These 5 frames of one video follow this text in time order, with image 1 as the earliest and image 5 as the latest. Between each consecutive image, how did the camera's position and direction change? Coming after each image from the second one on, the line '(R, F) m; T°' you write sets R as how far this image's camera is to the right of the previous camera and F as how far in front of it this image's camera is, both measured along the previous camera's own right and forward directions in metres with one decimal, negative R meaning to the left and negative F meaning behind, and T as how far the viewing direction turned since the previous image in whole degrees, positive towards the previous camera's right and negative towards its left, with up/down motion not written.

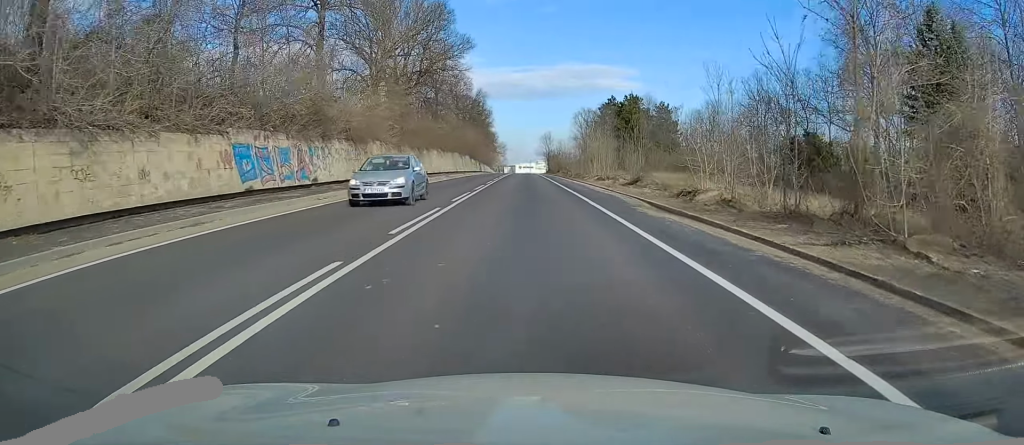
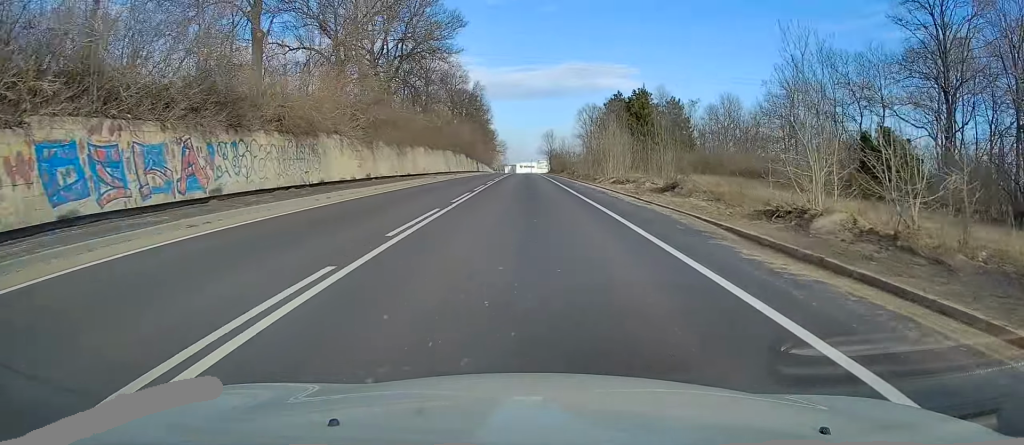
(0.0, +11.2) m; 0°
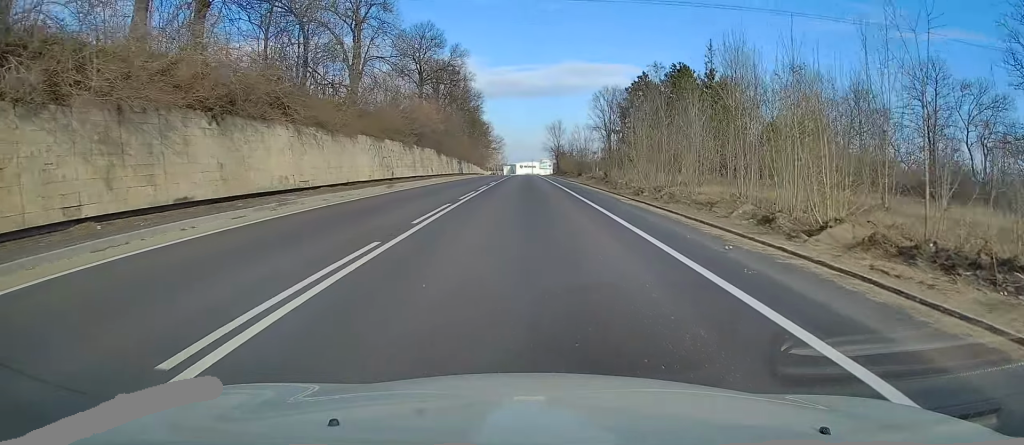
(0.0, +39.2) m; 0°
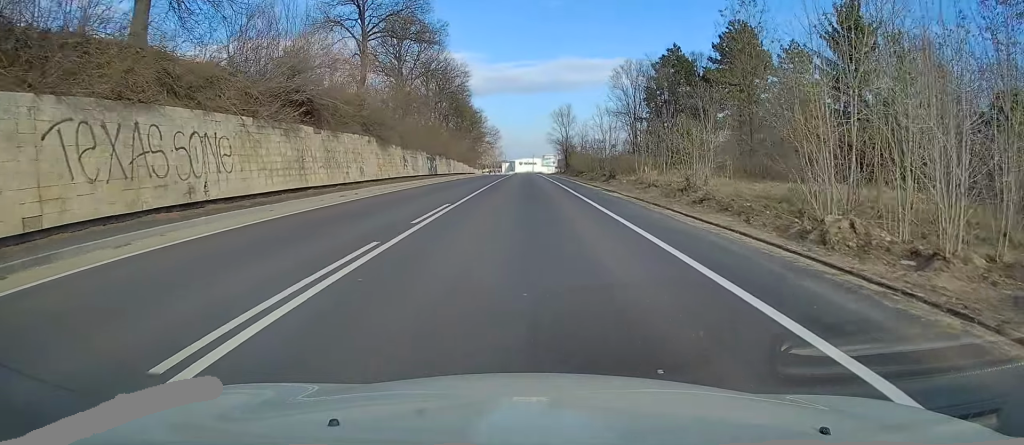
(-0.1, +28.6) m; 0°
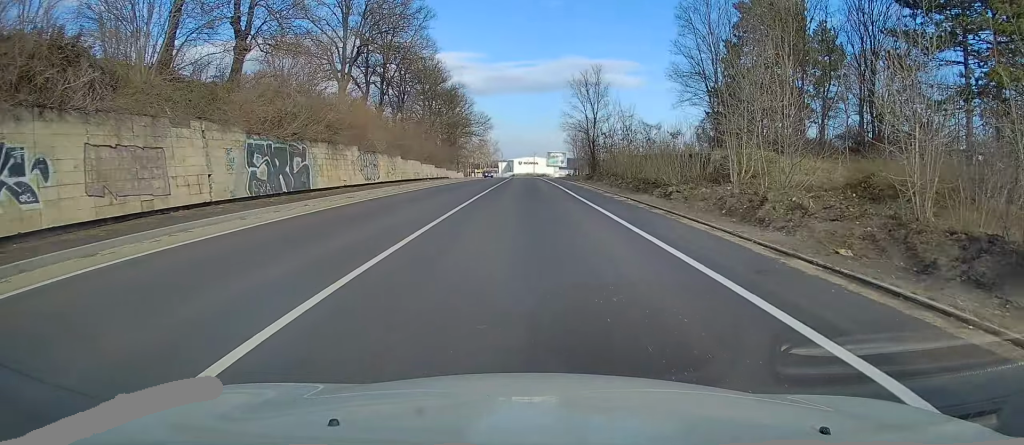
(0.0, +41.0) m; +1°
